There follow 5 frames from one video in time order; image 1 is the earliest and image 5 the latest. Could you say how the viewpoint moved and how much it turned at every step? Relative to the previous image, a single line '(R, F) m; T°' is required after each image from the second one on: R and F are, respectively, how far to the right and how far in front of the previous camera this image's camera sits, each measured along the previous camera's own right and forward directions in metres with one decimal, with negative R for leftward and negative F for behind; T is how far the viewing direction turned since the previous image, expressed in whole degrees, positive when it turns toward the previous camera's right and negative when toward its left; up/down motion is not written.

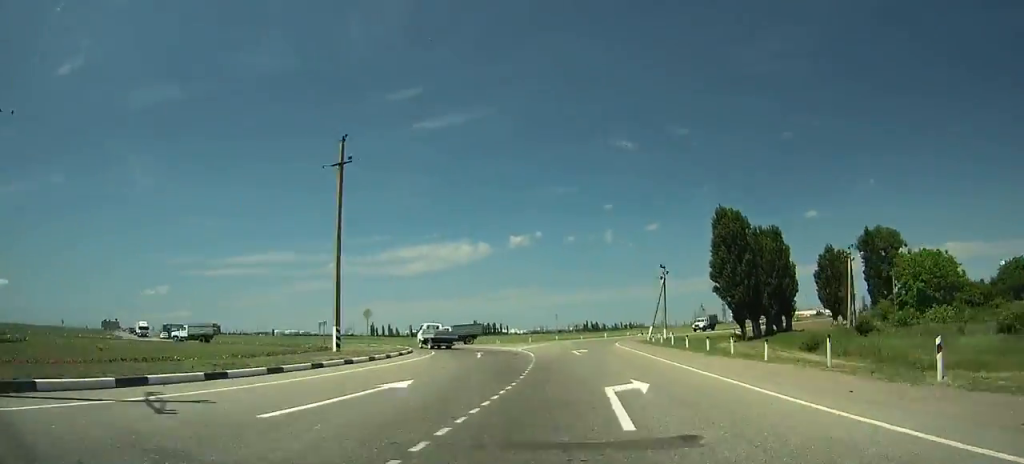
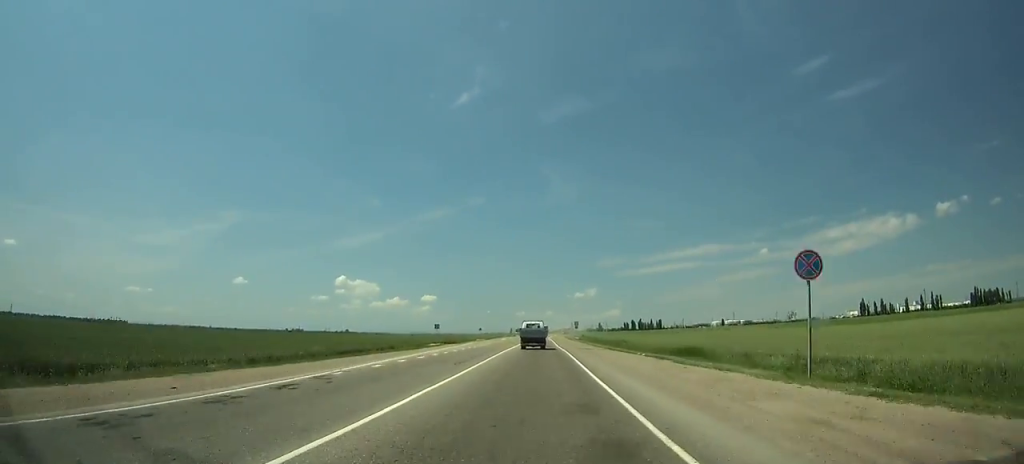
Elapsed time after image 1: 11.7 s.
(-84.4, +136.3) m; -38°
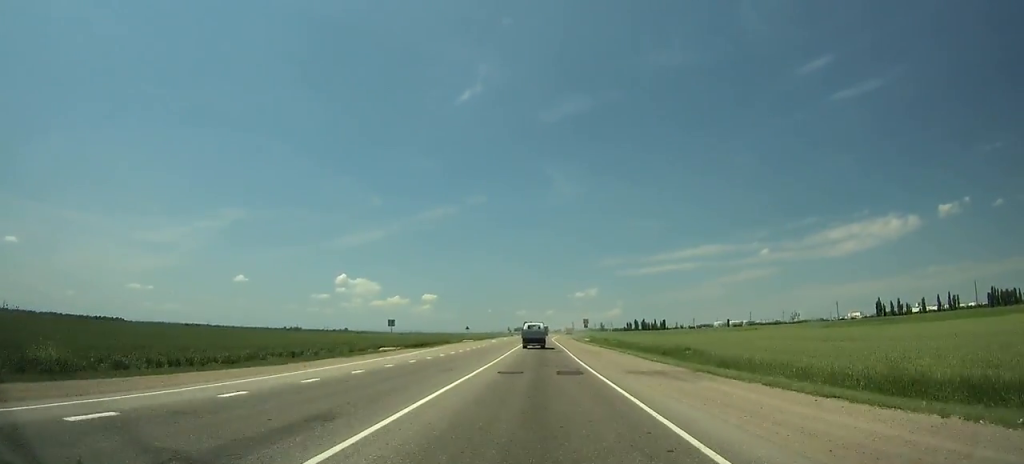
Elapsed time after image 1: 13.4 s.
(+0.7, +26.8) m; +1°
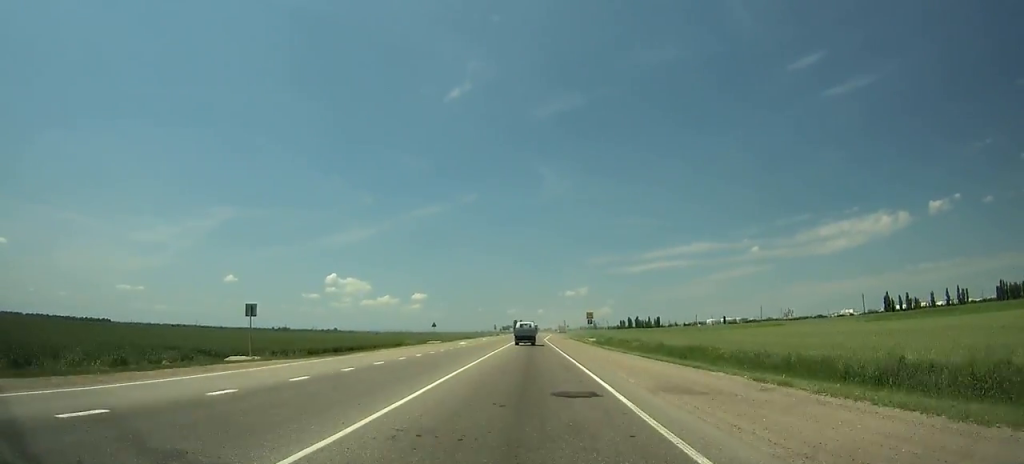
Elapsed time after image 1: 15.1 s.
(+0.2, +27.6) m; 0°
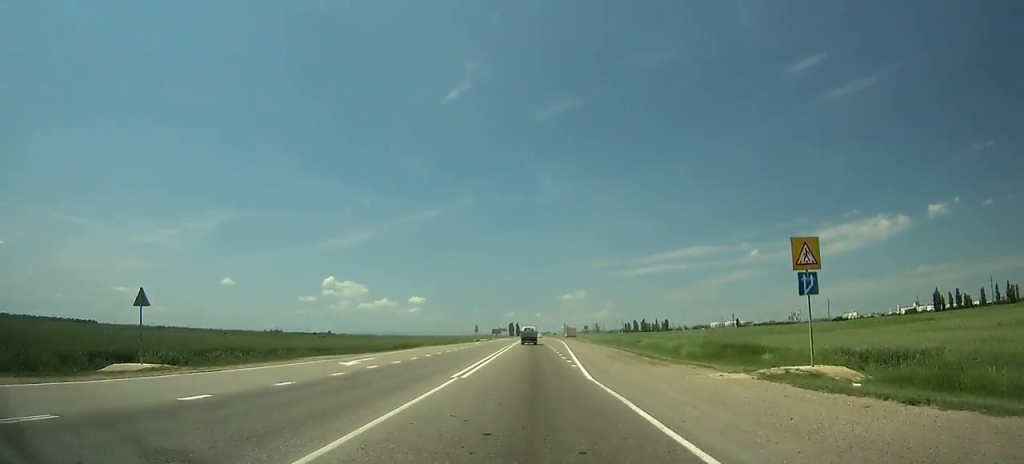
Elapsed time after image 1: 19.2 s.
(0.0, +69.7) m; 0°
